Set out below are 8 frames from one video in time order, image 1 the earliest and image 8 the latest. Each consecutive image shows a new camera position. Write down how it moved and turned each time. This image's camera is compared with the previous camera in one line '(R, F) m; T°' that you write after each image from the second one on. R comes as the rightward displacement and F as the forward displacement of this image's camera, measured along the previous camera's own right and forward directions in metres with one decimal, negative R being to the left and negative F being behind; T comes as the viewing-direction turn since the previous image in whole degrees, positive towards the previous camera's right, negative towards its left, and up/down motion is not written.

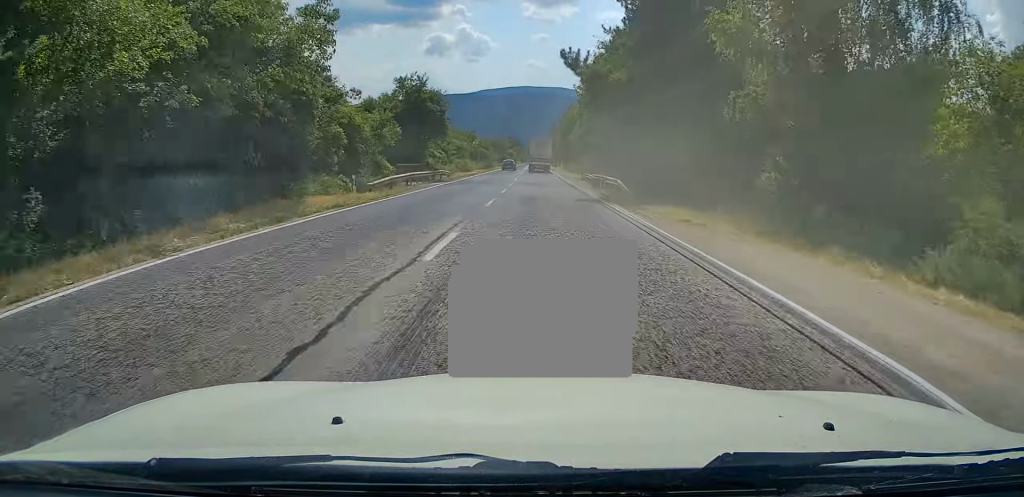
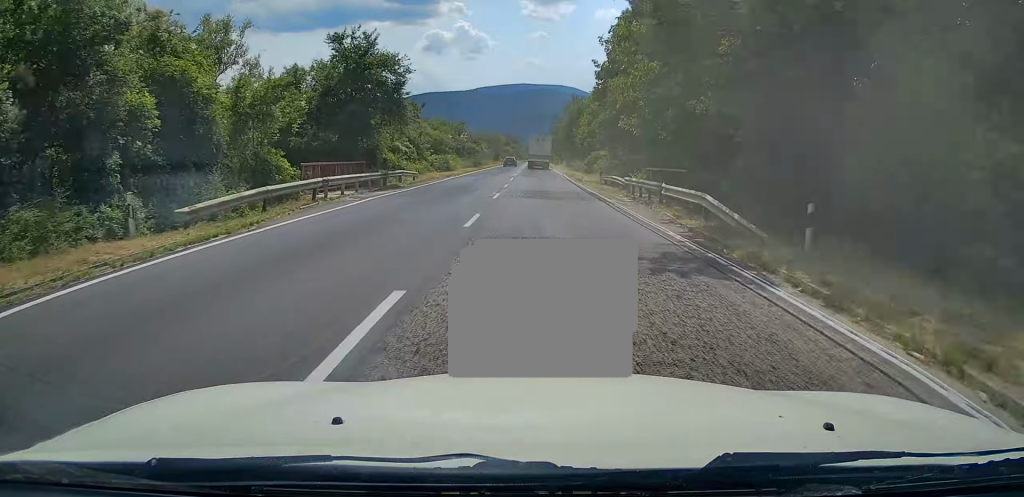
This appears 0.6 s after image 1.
(+0.1, +15.0) m; 0°
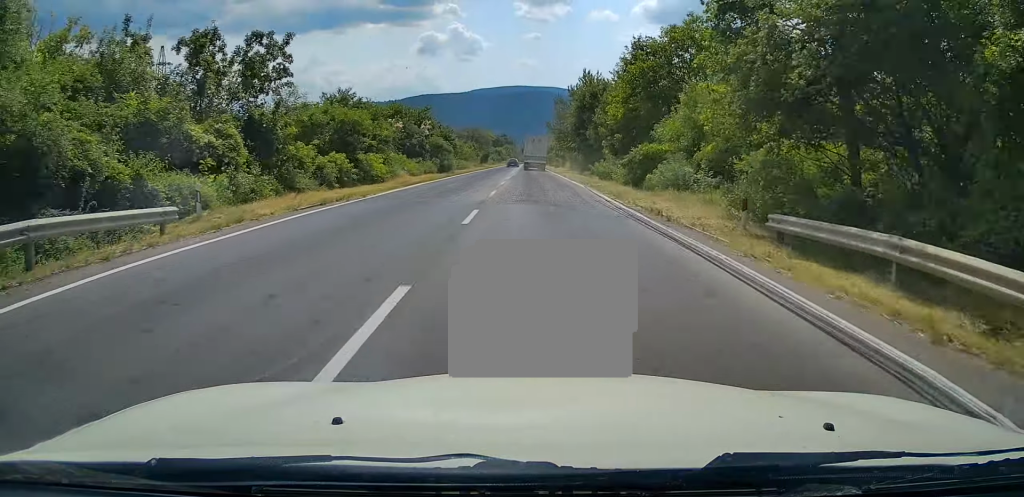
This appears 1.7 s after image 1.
(0.0, +26.1) m; 0°
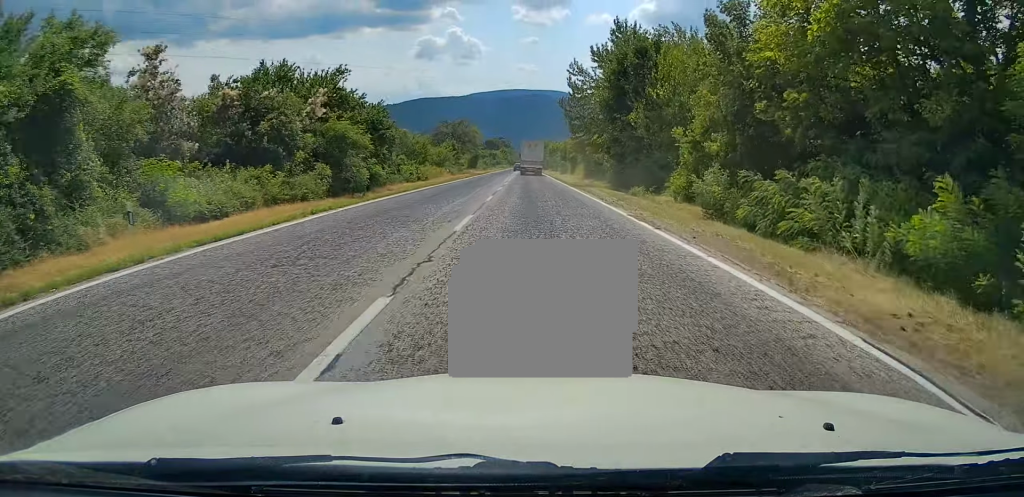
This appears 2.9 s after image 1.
(+0.1, +27.0) m; 0°
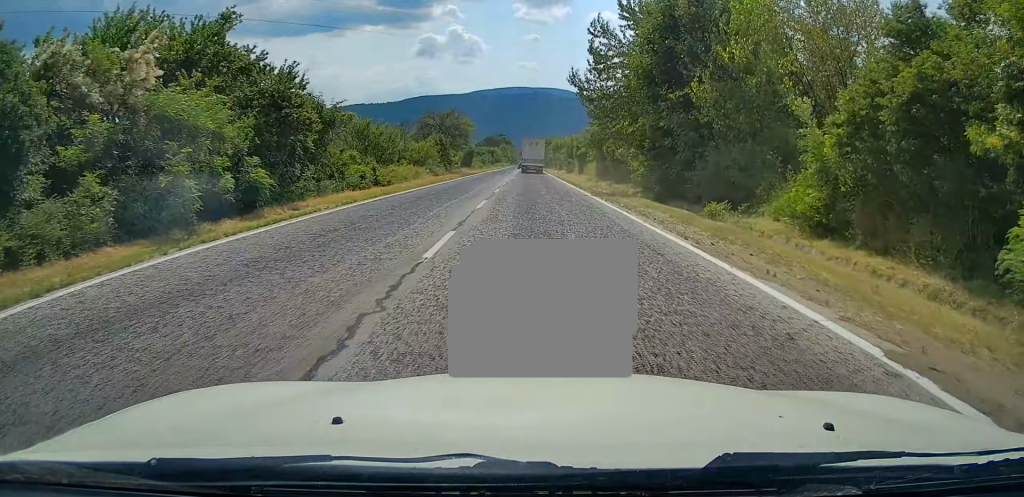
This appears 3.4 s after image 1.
(0.0, +12.7) m; 0°
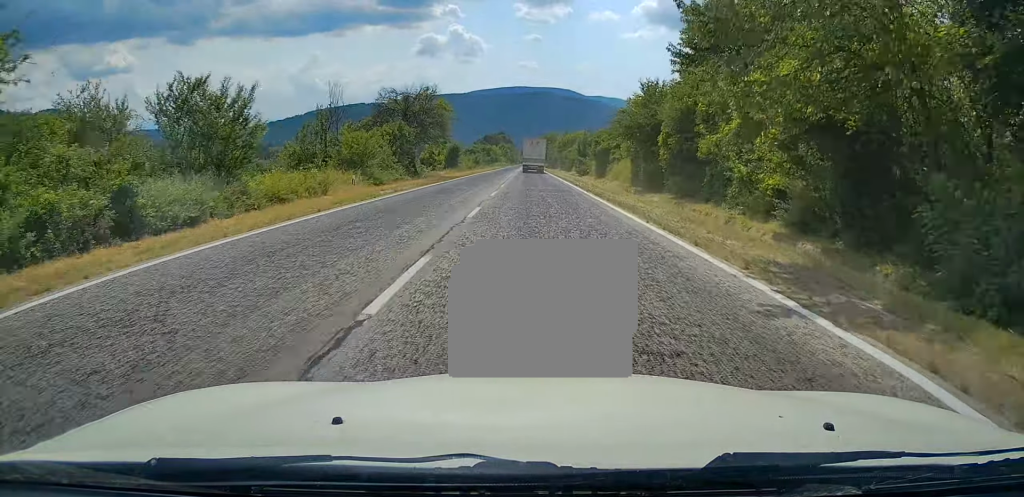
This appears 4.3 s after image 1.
(+0.1, +20.6) m; 0°
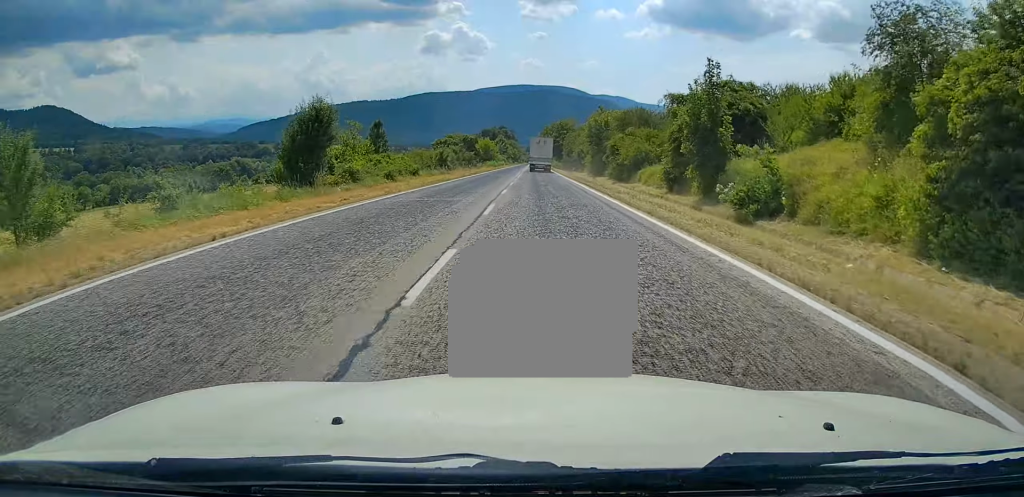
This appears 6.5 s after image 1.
(-0.3, +53.2) m; -1°
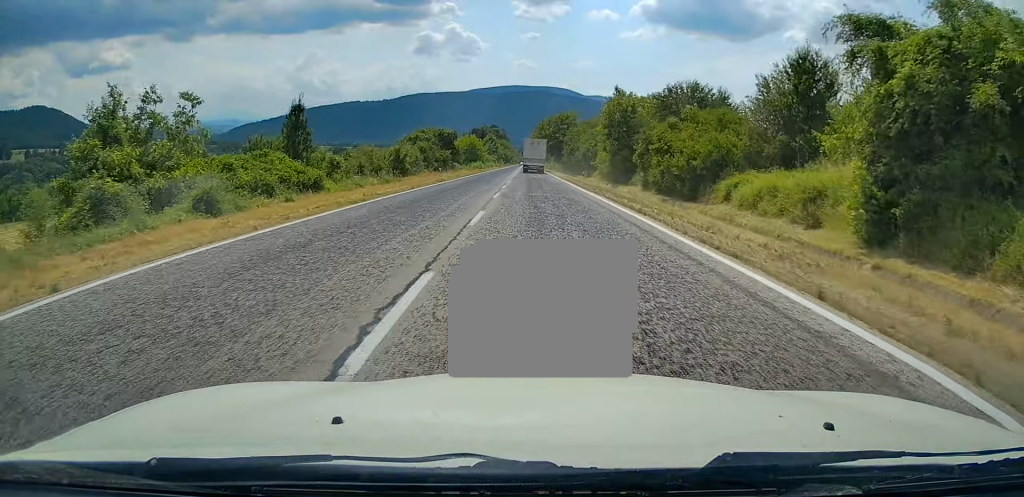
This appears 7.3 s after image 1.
(0.0, +19.8) m; 0°
